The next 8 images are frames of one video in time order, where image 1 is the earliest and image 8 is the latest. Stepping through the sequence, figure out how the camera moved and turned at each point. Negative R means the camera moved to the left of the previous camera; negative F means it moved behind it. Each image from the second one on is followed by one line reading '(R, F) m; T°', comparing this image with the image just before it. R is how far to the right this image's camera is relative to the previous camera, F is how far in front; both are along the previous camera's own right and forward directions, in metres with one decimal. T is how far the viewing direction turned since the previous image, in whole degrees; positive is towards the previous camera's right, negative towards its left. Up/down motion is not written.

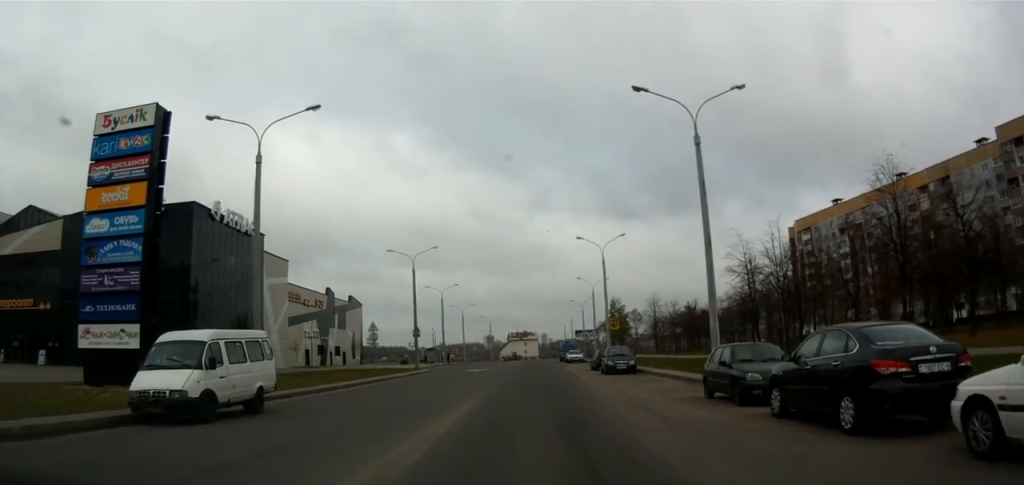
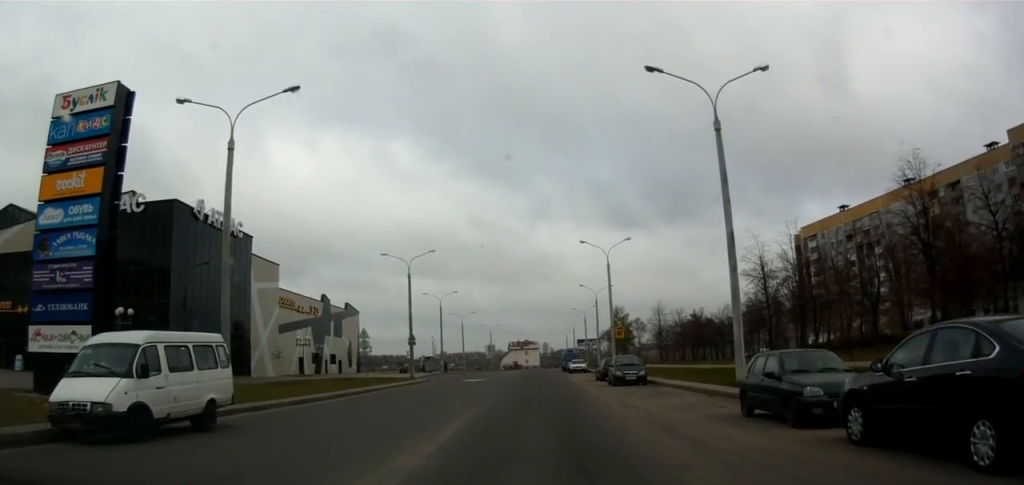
(+0.2, +3.3) m; +5°
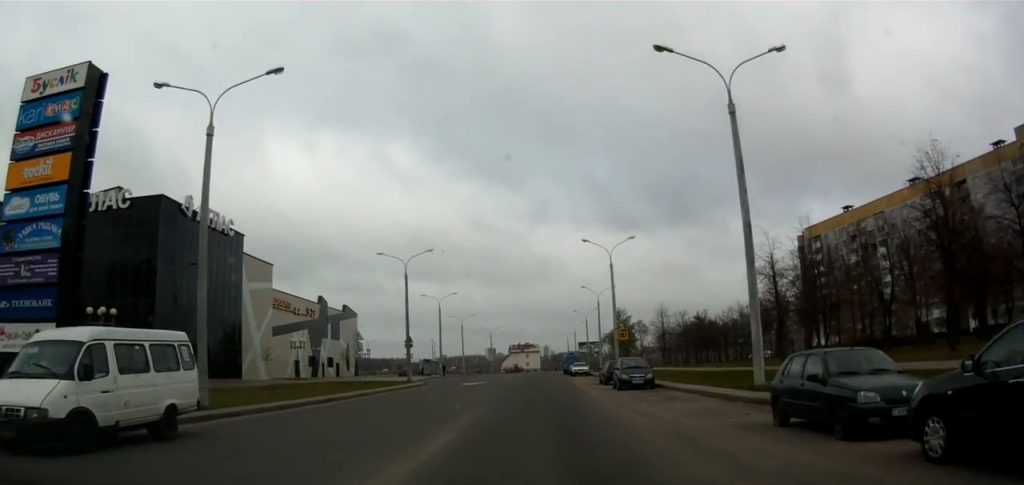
(0.0, +1.7) m; +1°
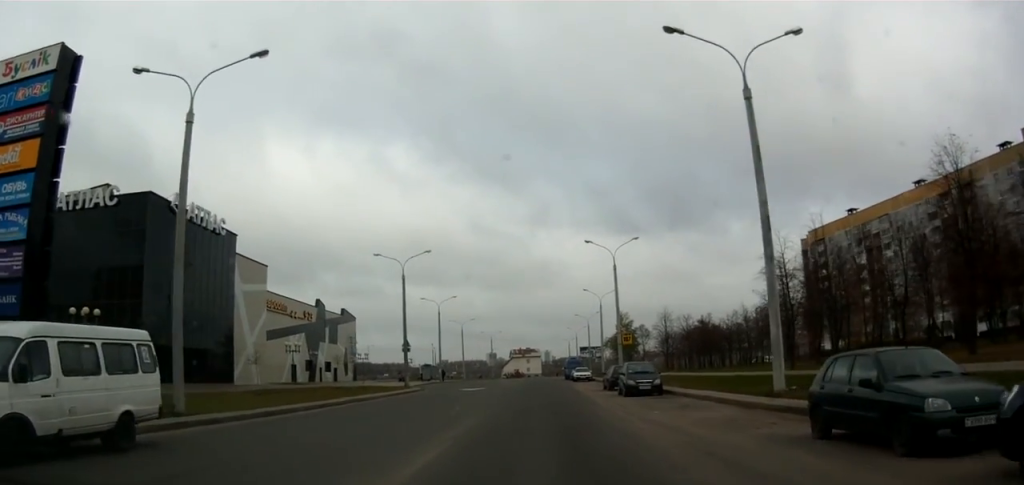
(0.0, +1.5) m; +1°
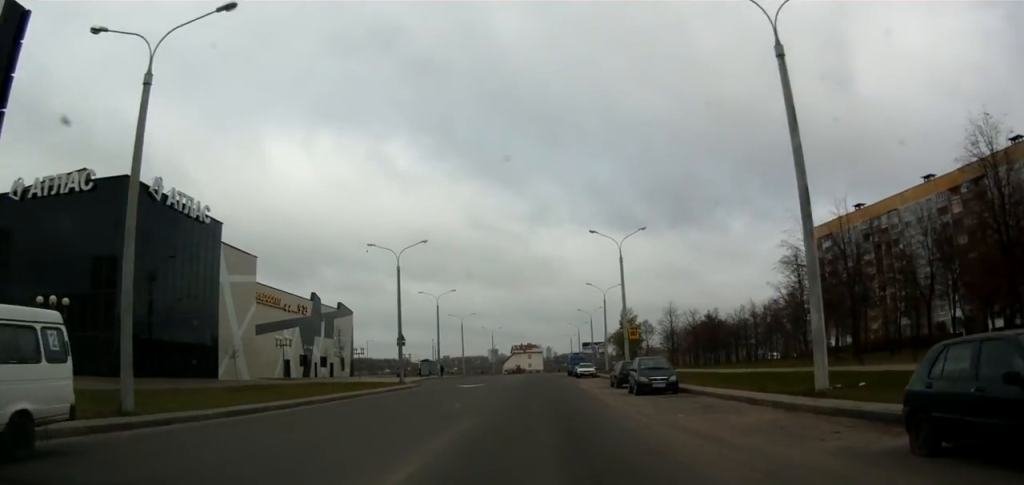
(0.0, +2.3) m; +1°
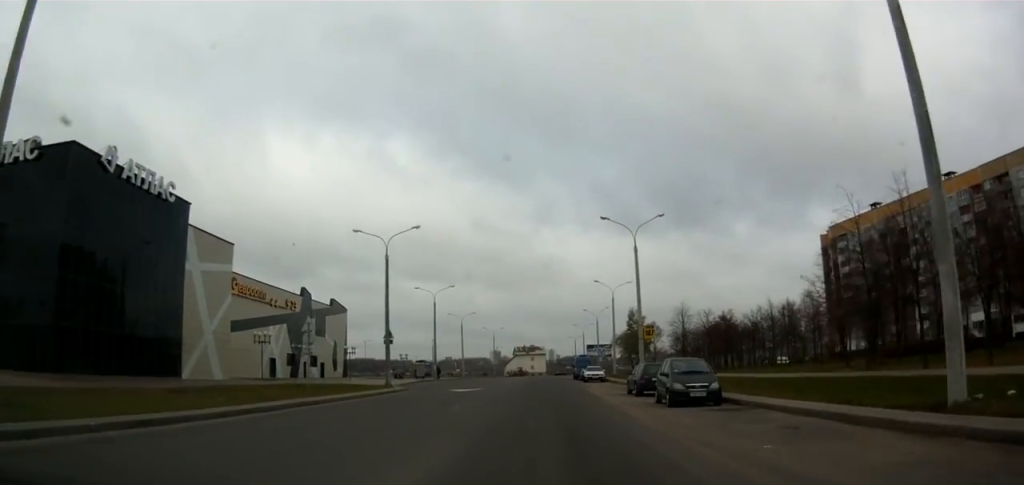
(+0.1, +4.6) m; -1°
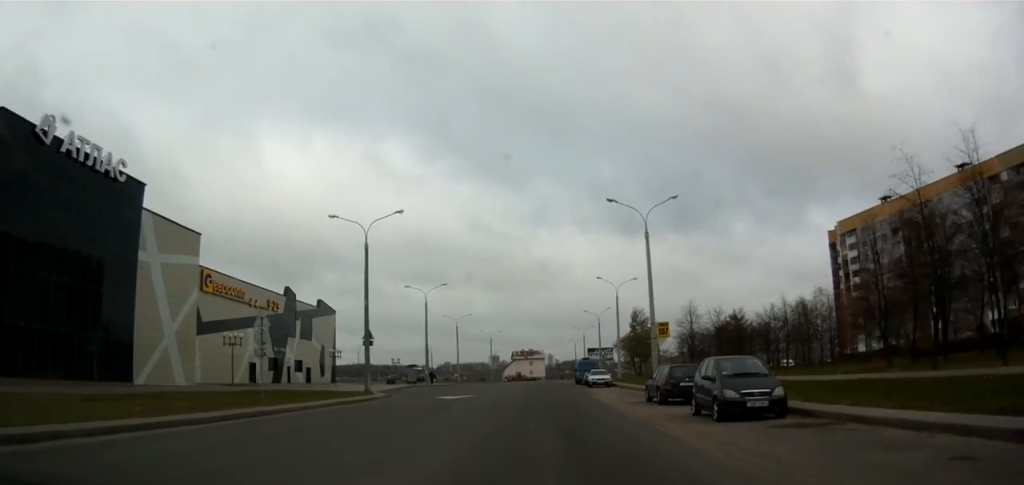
(-0.2, +4.7) m; -1°
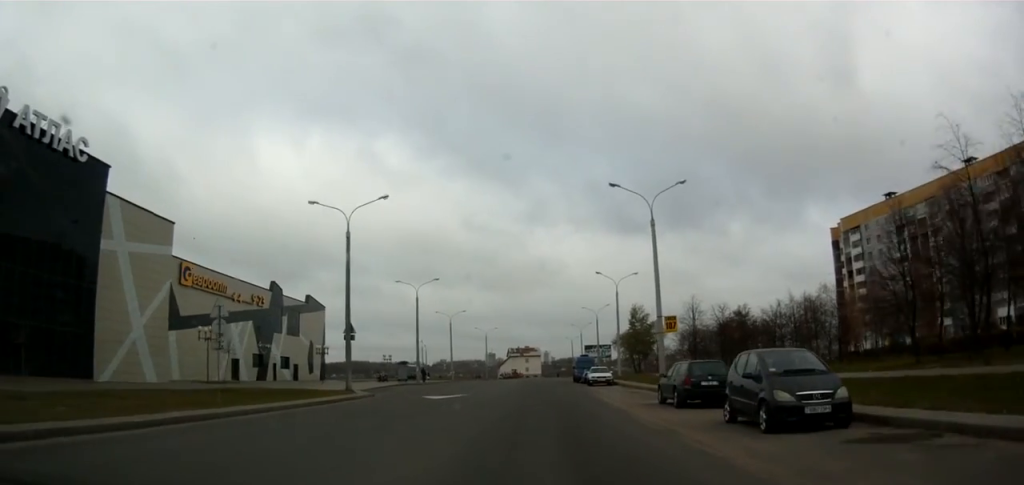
(0.0, +2.8) m; 0°
